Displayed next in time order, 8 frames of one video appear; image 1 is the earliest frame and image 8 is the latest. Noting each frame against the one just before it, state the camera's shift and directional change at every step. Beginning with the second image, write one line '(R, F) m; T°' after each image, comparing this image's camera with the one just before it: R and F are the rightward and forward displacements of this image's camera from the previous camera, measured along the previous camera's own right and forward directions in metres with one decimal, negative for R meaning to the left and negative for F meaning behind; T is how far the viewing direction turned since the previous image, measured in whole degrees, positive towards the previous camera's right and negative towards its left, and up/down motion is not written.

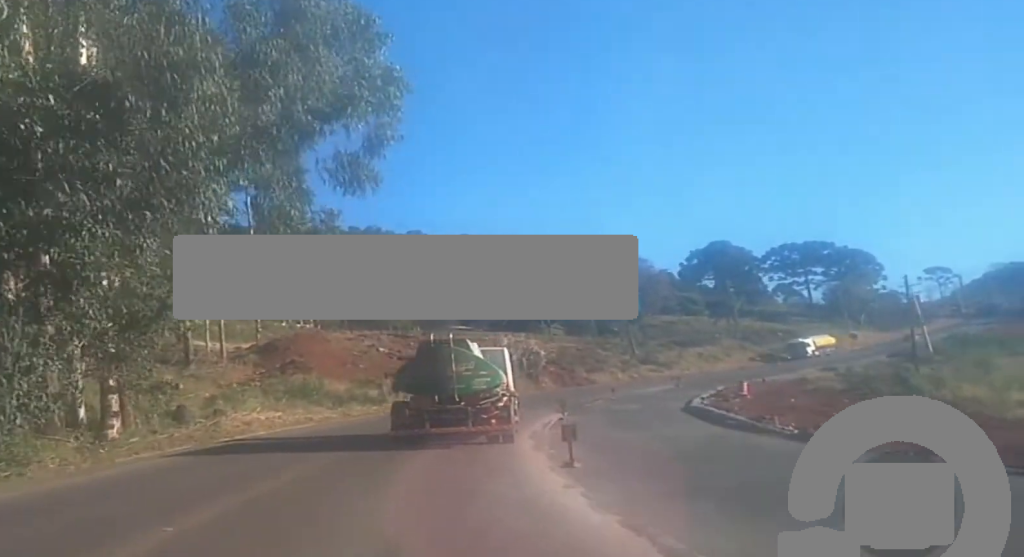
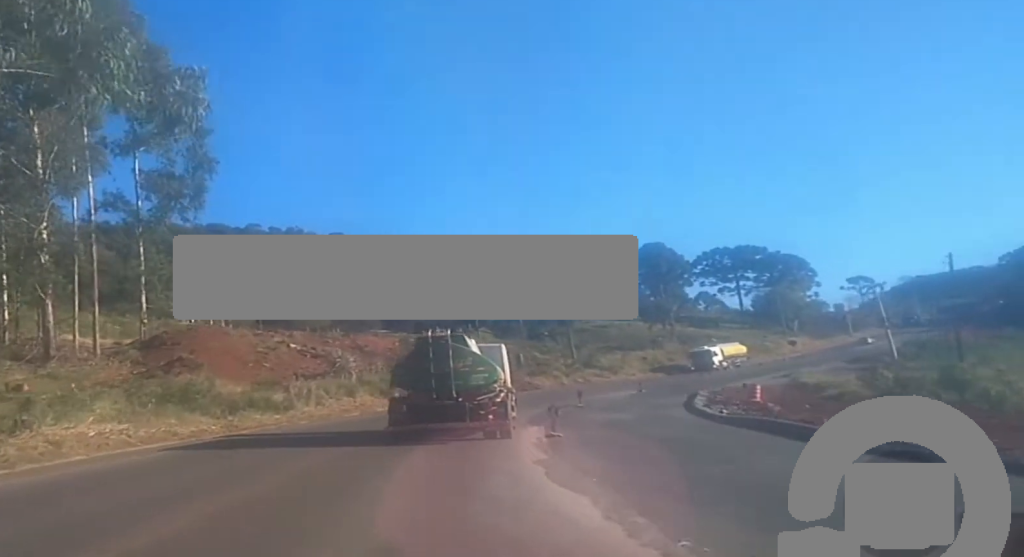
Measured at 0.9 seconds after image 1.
(+0.3, +13.1) m; +4°
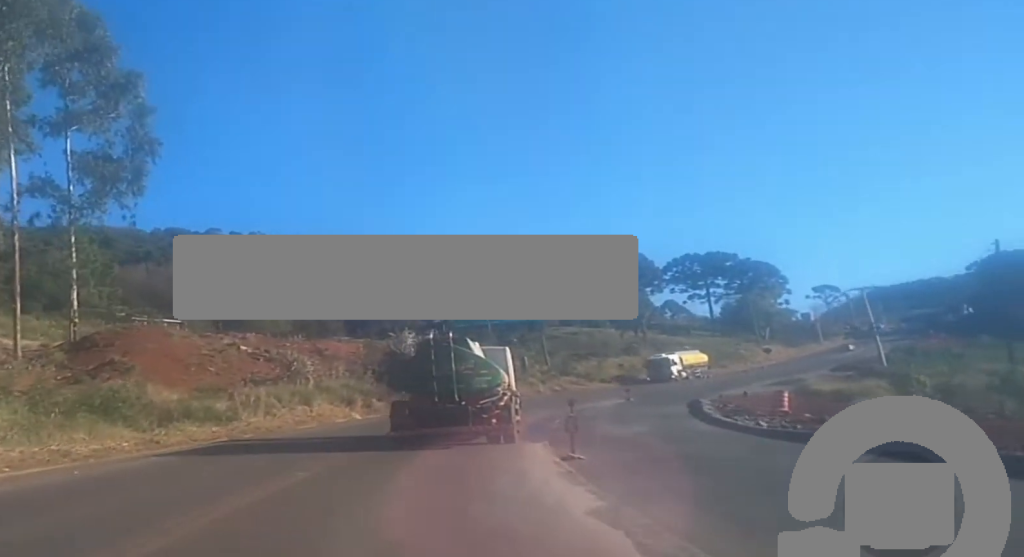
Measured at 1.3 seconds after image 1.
(-0.2, +6.5) m; +2°
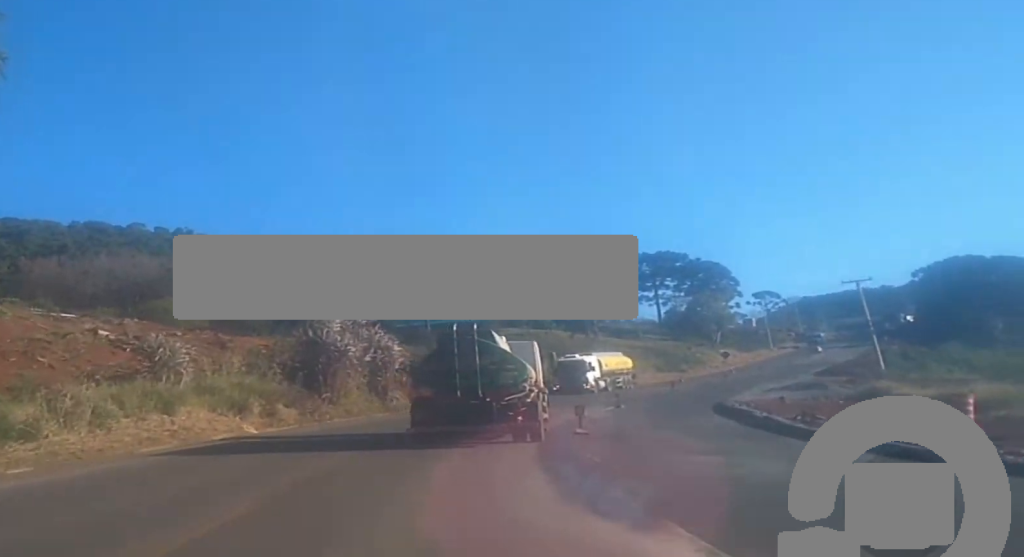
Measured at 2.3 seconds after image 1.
(+1.0, +15.2) m; +4°
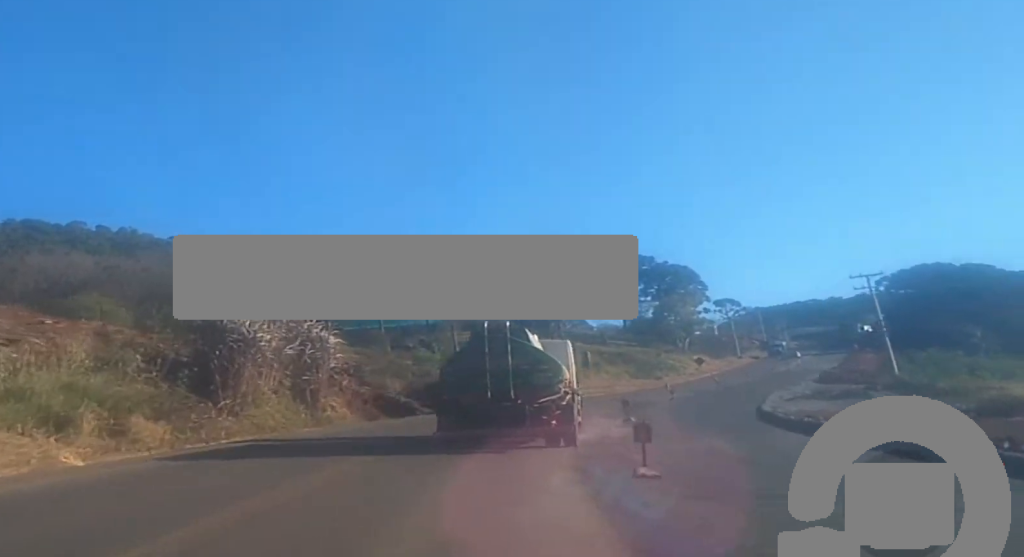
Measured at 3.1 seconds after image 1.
(+0.2, +12.4) m; +3°
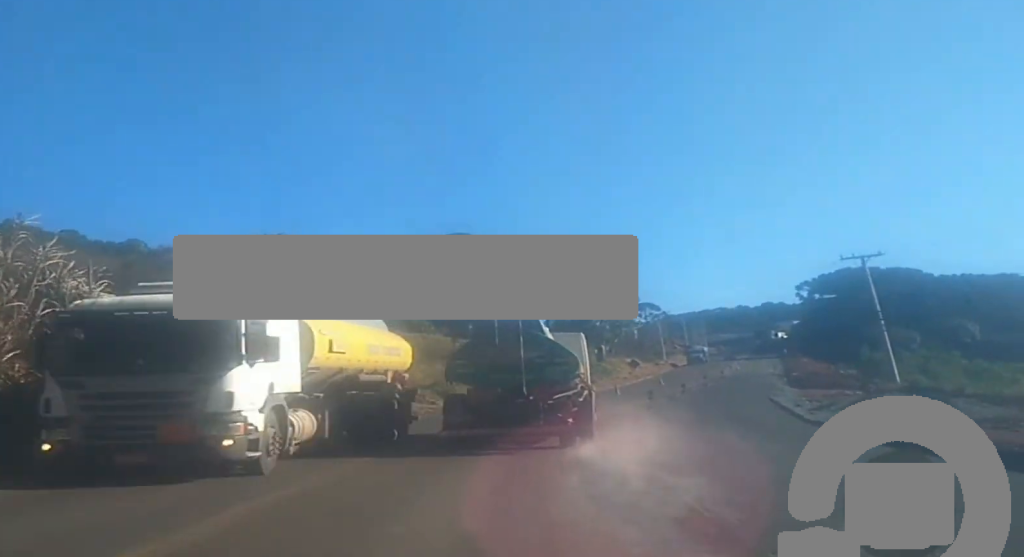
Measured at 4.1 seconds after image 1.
(+0.7, +16.3) m; +5°
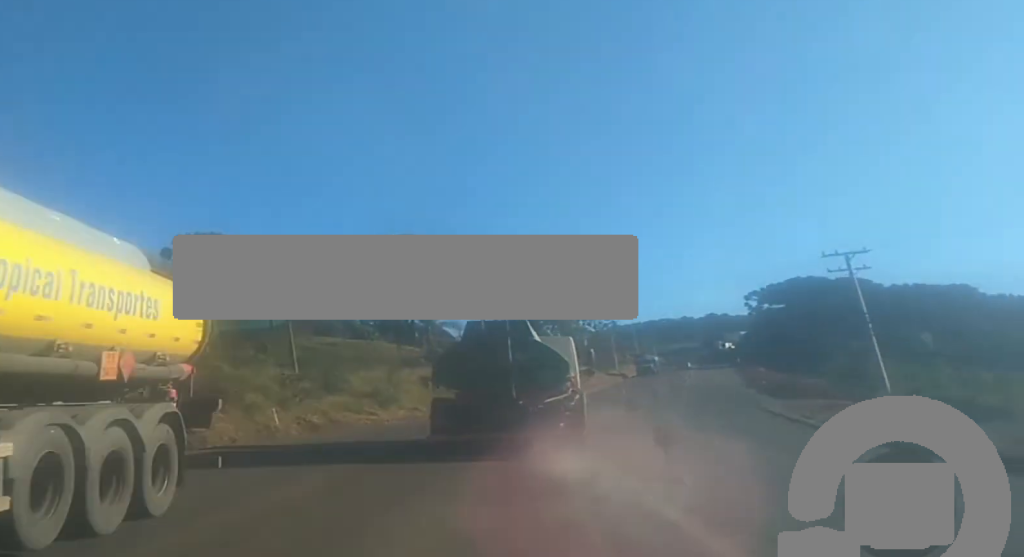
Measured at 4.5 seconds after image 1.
(+0.1, +7.1) m; +2°
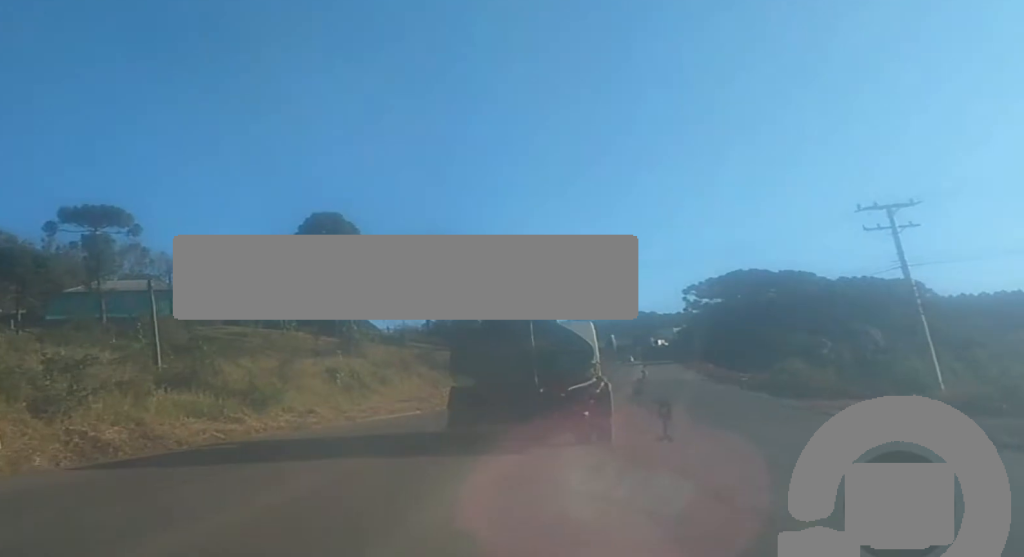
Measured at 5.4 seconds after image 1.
(+0.7, +15.3) m; +4°
